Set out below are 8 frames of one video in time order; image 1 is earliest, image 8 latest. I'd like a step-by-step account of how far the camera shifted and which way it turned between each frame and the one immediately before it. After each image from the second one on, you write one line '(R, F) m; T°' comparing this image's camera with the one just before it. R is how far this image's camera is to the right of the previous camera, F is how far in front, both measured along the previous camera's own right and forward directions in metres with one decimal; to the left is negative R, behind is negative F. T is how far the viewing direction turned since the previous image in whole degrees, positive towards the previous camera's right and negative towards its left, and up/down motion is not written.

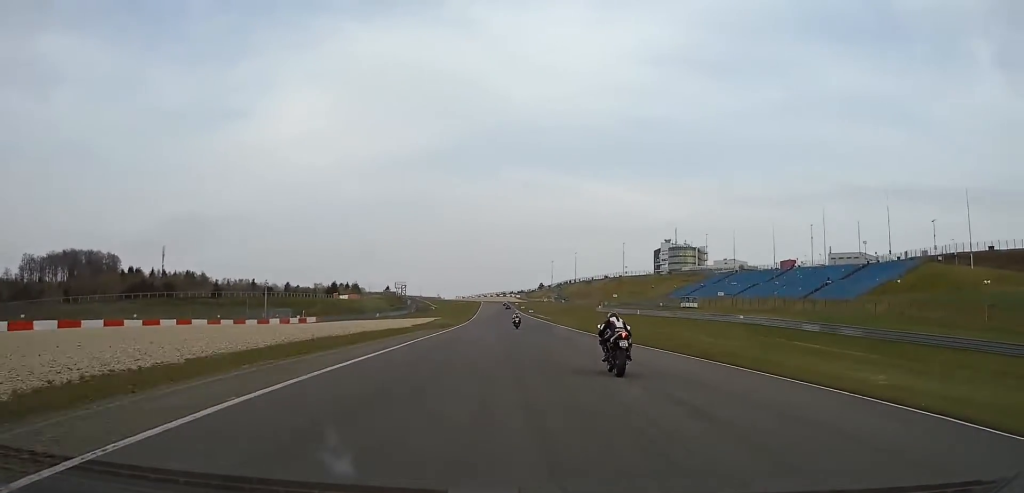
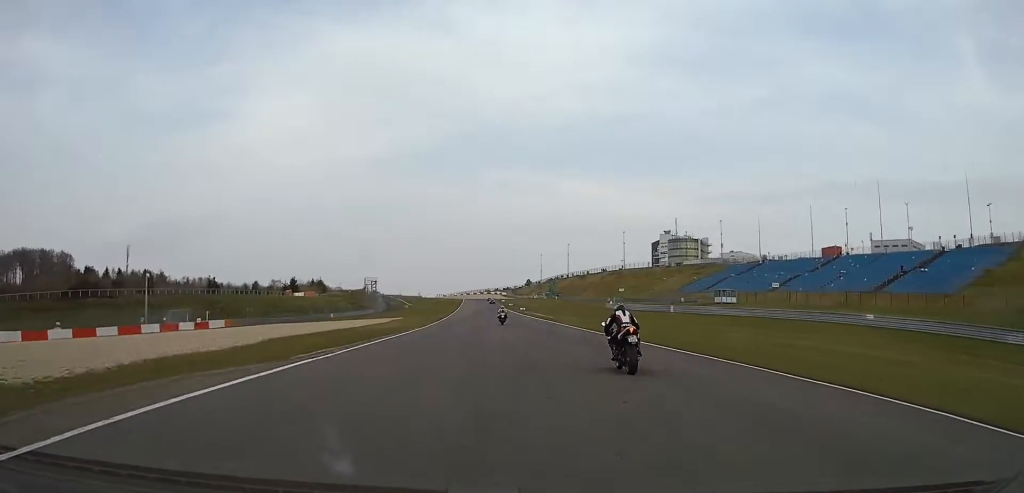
(+1.3, +36.9) m; +2°
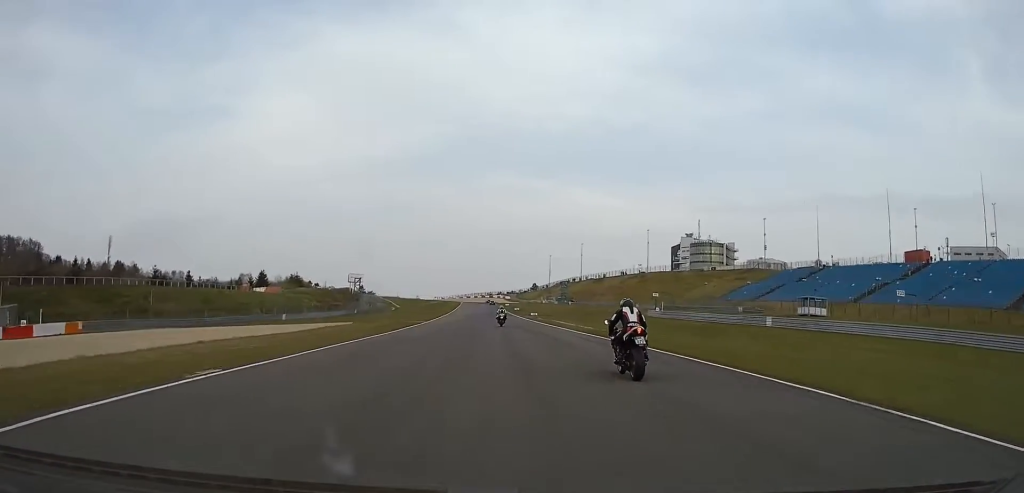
(+0.4, +36.7) m; 0°
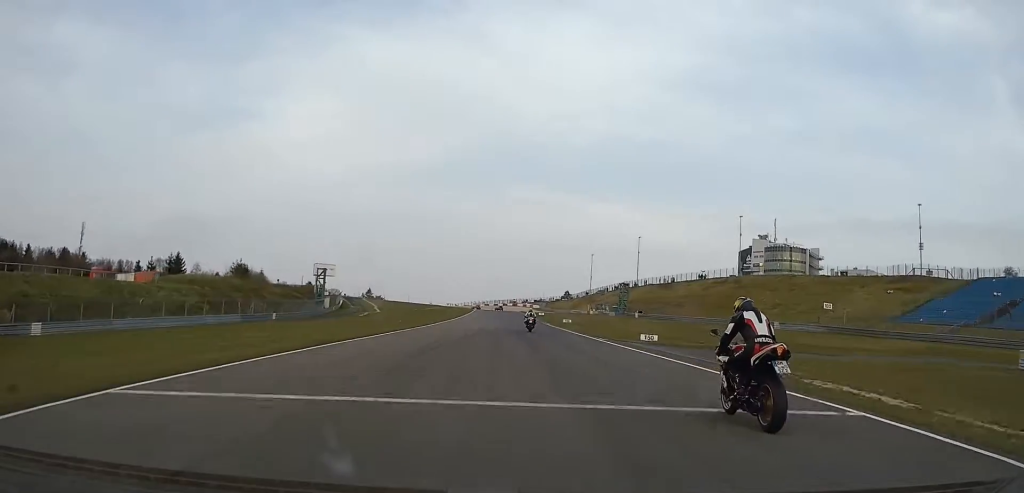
(-1.8, +74.4) m; -3°
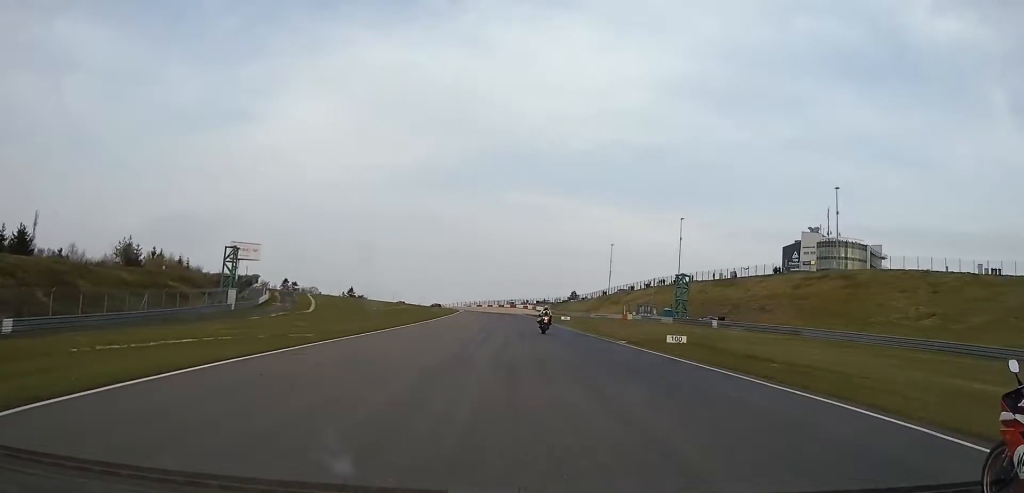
(-0.5, +52.2) m; -1°
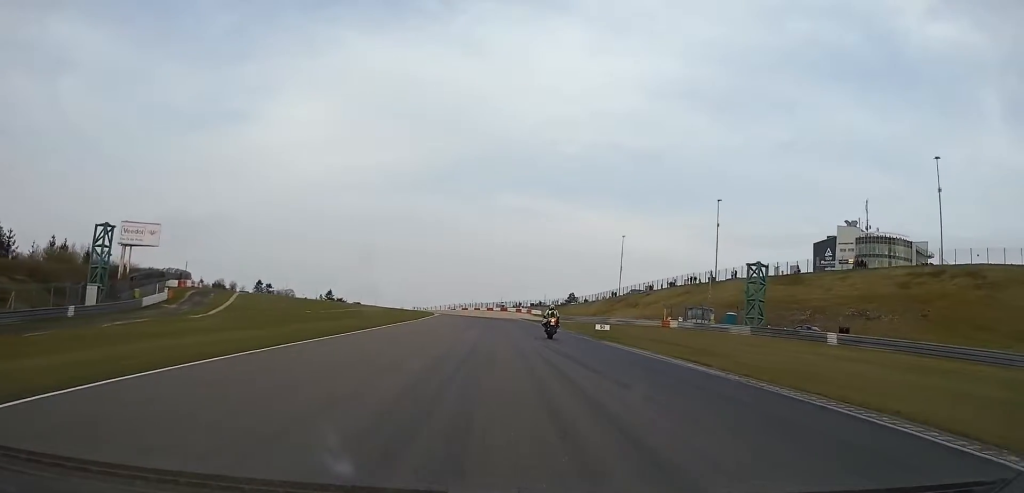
(-0.1, +32.7) m; 0°
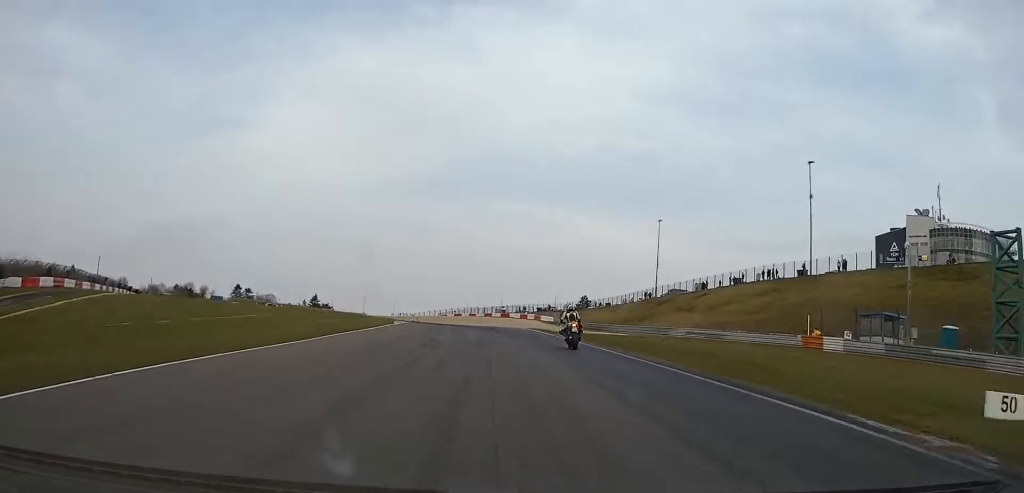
(+0.3, +40.2) m; 0°
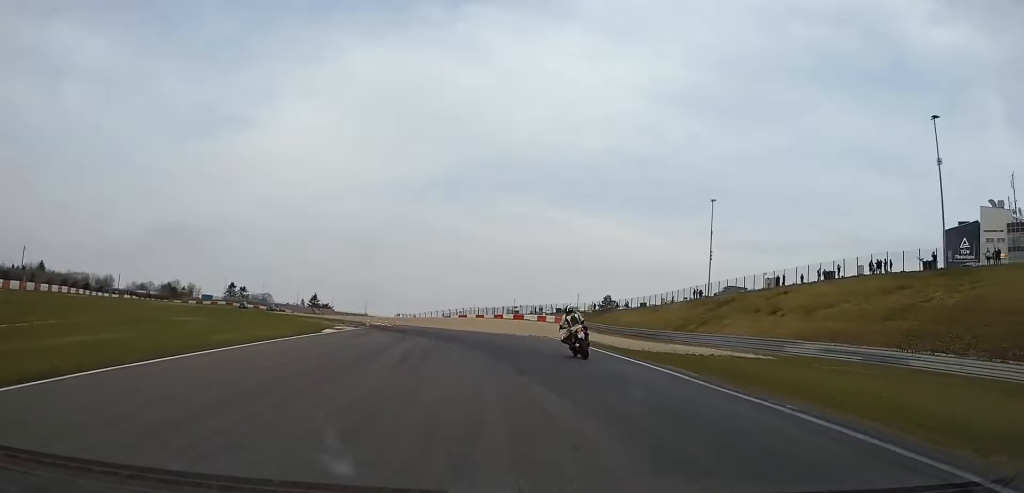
(-0.1, +27.8) m; -1°
